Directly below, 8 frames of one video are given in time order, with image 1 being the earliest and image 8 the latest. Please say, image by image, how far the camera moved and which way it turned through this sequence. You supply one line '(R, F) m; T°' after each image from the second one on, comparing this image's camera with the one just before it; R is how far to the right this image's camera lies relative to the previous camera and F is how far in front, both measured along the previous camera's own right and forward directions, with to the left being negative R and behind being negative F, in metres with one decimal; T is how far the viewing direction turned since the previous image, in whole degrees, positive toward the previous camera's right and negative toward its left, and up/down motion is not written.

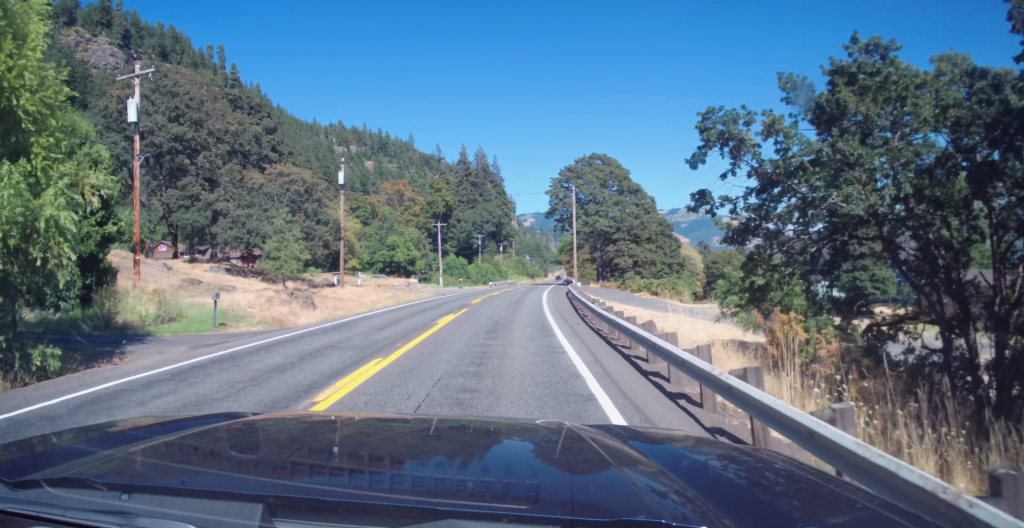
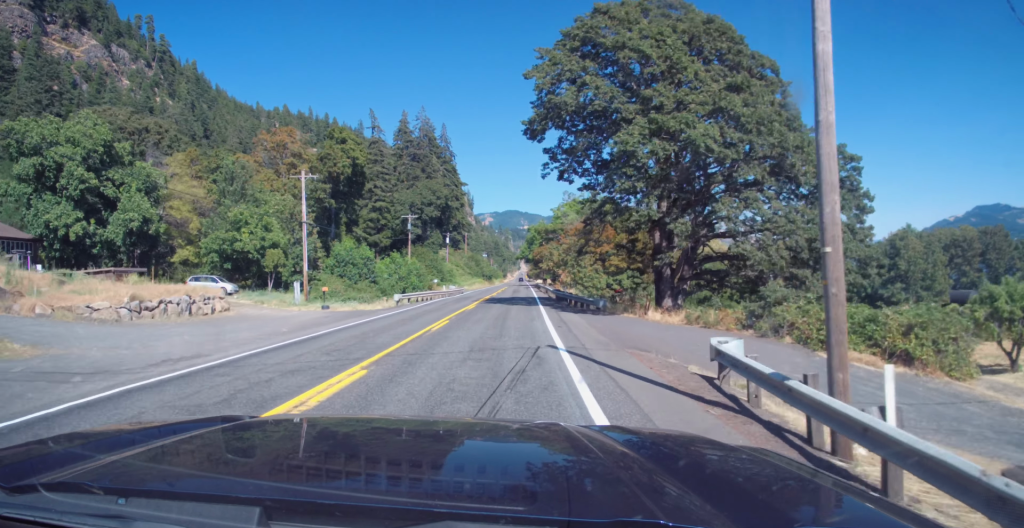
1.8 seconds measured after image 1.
(+1.9, +49.7) m; +4°
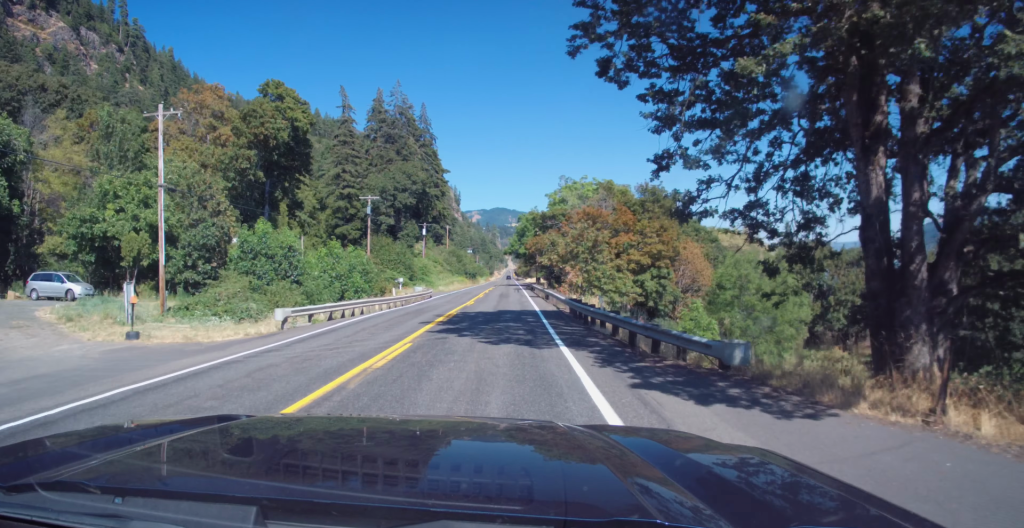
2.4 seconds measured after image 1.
(+0.2, +19.4) m; +1°
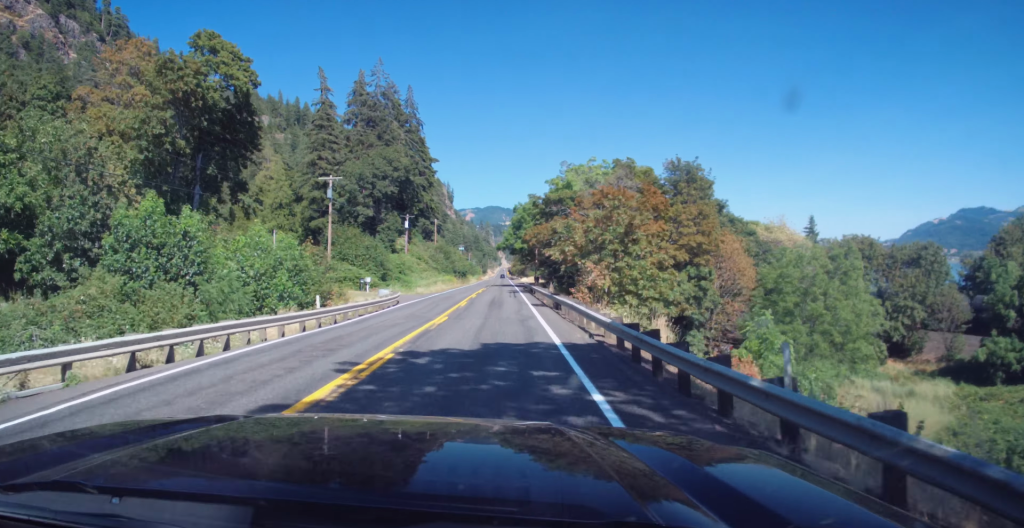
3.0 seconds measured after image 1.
(-0.1, +14.8) m; +1°
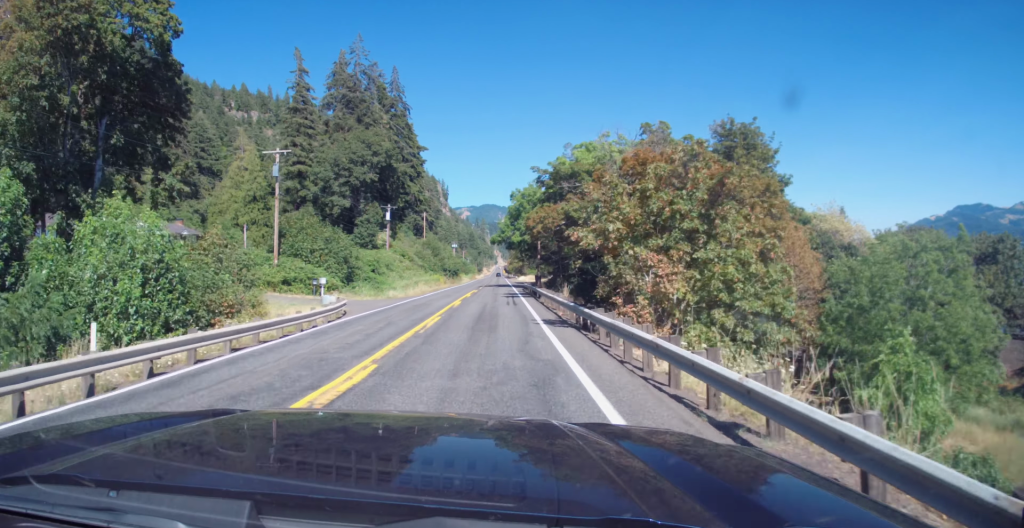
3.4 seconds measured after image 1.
(0.0, +12.9) m; +1°
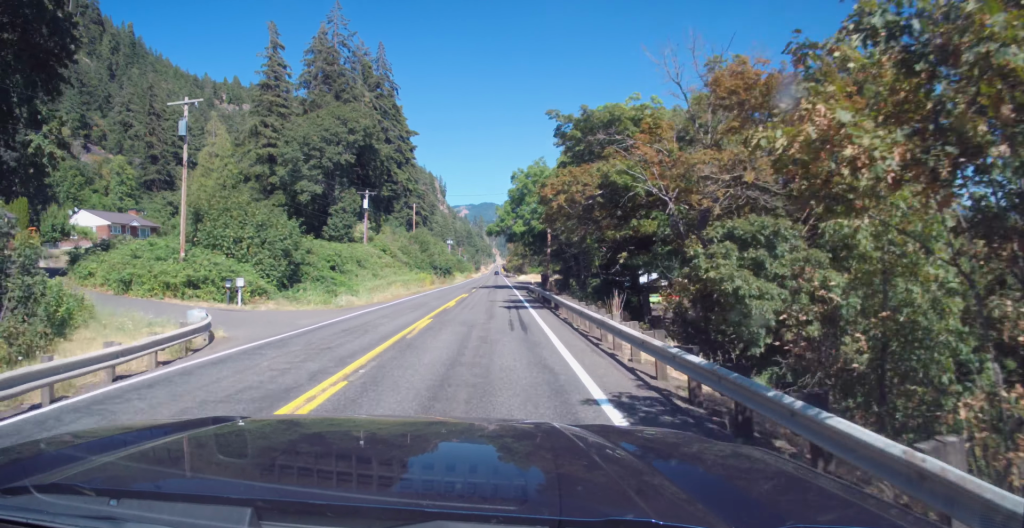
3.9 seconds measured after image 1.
(+0.2, +14.4) m; +1°
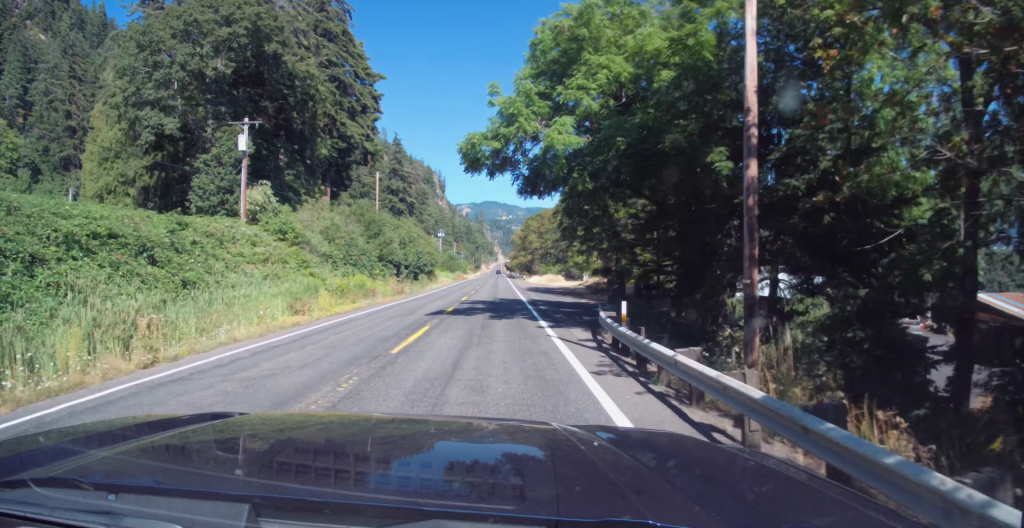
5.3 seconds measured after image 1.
(+0.2, +38.8) m; 0°
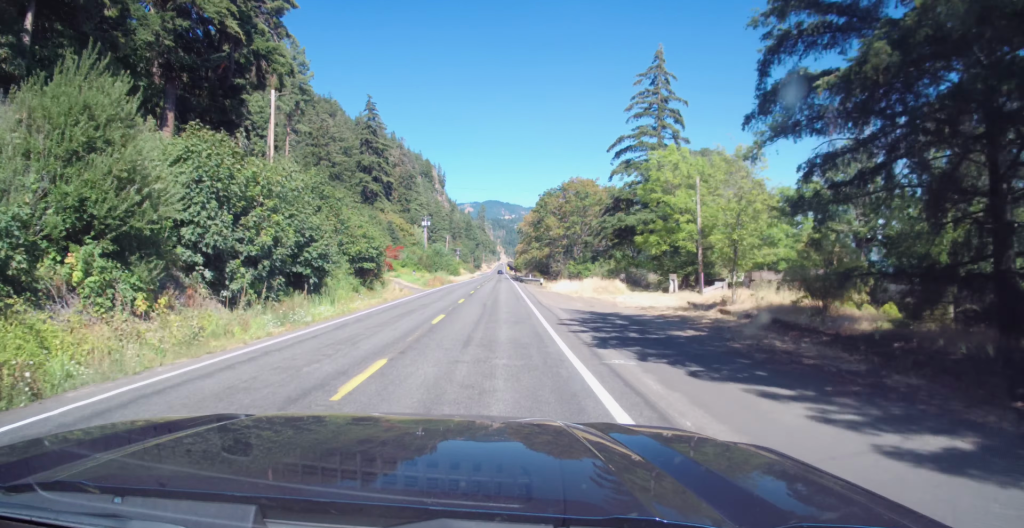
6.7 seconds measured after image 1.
(0.0, +40.4) m; 0°
